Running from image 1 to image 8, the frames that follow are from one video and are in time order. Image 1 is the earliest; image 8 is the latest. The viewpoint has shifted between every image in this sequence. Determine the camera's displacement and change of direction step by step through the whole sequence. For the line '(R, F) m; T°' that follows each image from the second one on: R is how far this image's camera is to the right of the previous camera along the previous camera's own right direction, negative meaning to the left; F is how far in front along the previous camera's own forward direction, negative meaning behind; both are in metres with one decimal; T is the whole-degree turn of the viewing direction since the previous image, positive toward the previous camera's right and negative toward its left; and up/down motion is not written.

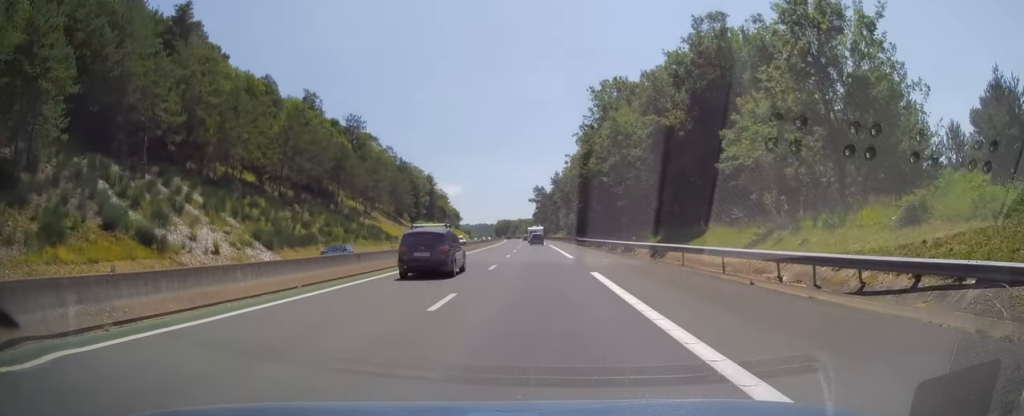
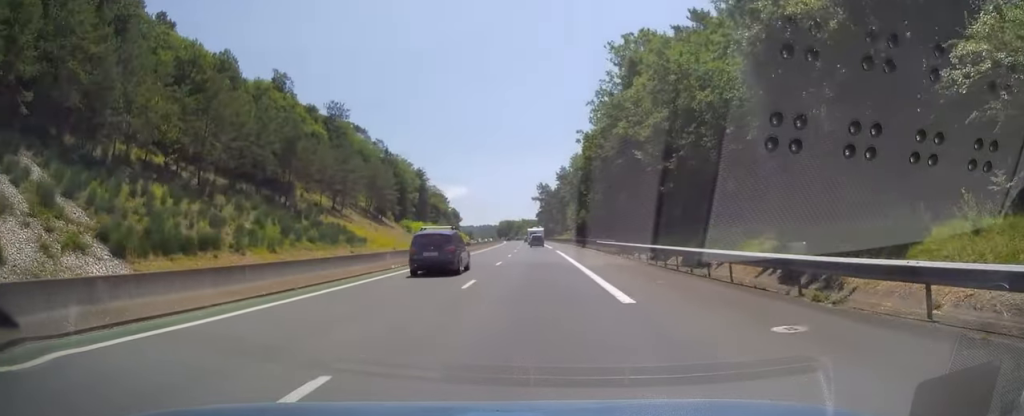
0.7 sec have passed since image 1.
(0.0, +21.3) m; 0°
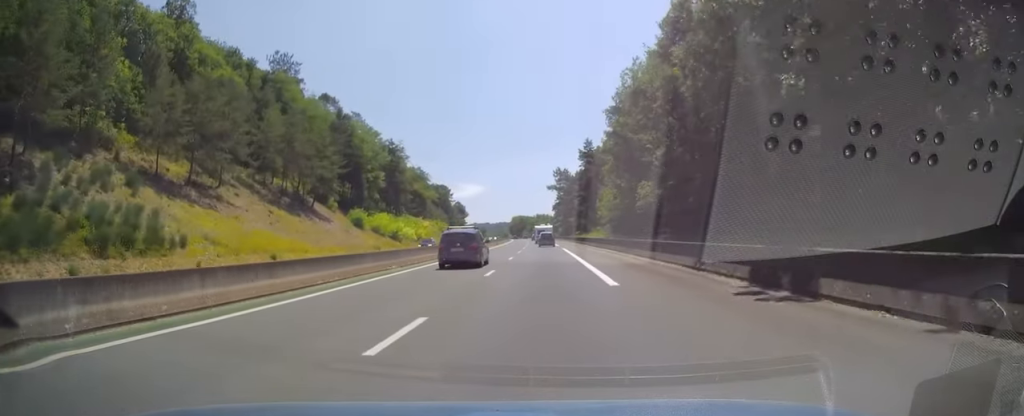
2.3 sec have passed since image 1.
(-0.5, +47.8) m; -1°
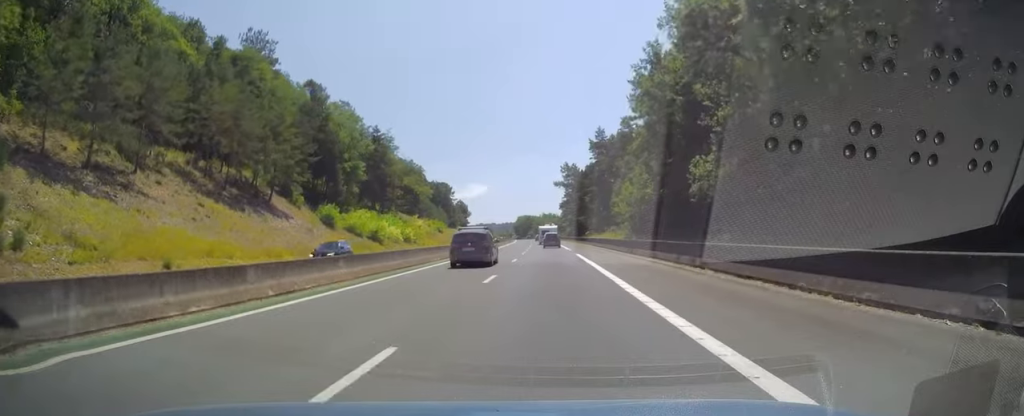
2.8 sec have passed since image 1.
(-0.1, +16.0) m; -1°
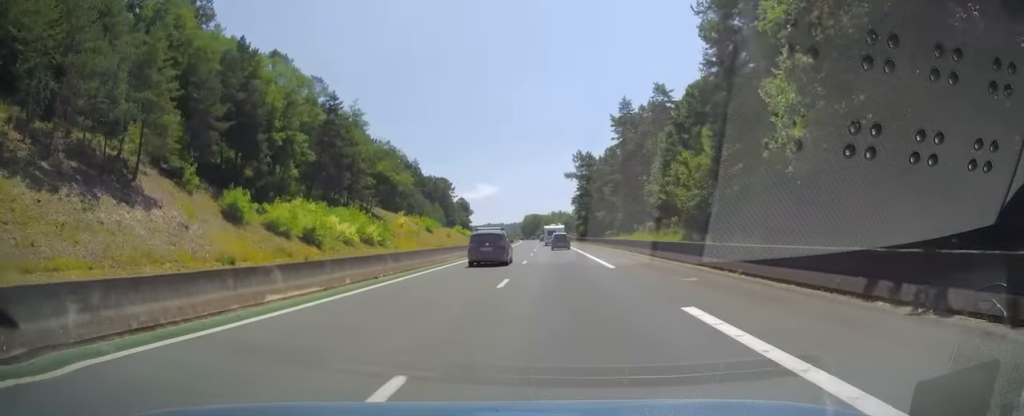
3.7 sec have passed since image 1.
(-0.2, +27.5) m; -1°
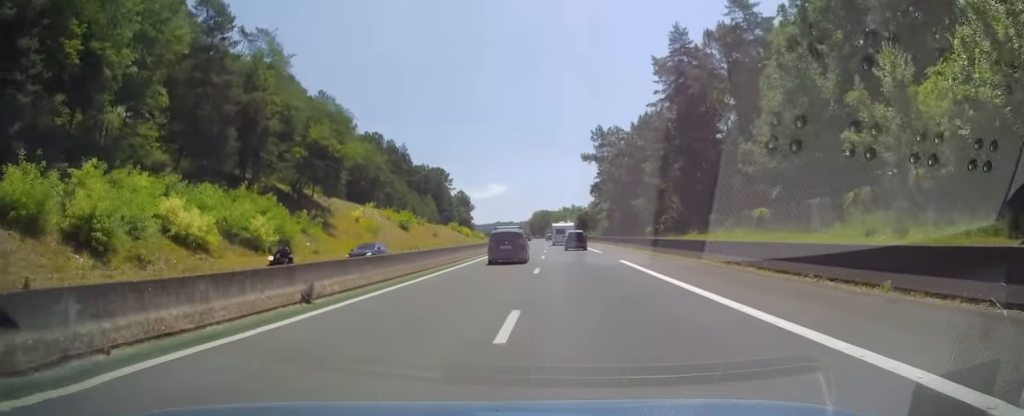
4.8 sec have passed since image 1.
(-0.5, +34.2) m; -1°
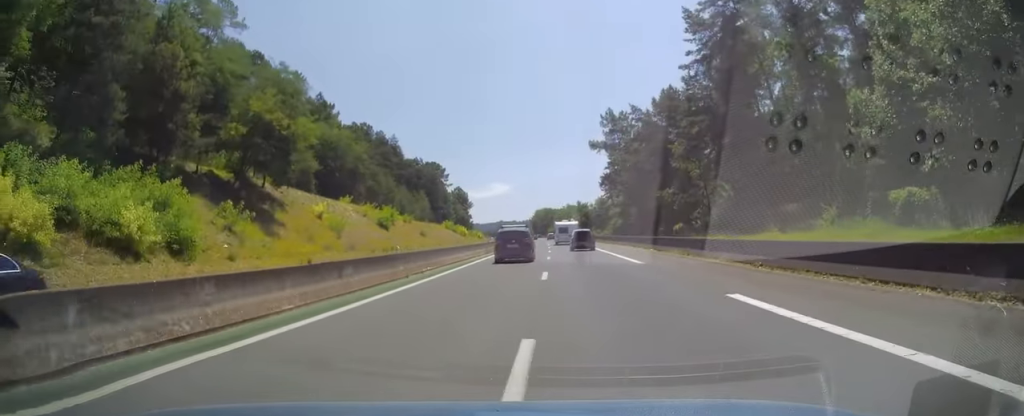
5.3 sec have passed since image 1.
(-0.1, +16.0) m; 0°
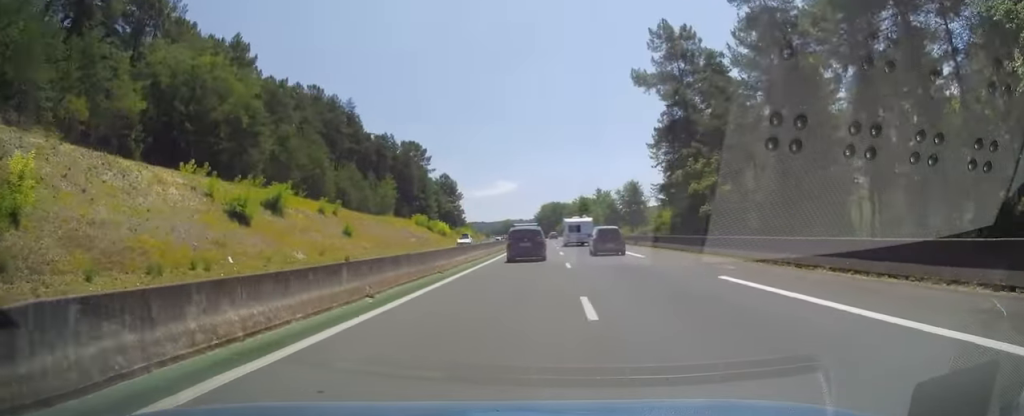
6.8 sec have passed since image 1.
(0.0, +47.6) m; -1°
